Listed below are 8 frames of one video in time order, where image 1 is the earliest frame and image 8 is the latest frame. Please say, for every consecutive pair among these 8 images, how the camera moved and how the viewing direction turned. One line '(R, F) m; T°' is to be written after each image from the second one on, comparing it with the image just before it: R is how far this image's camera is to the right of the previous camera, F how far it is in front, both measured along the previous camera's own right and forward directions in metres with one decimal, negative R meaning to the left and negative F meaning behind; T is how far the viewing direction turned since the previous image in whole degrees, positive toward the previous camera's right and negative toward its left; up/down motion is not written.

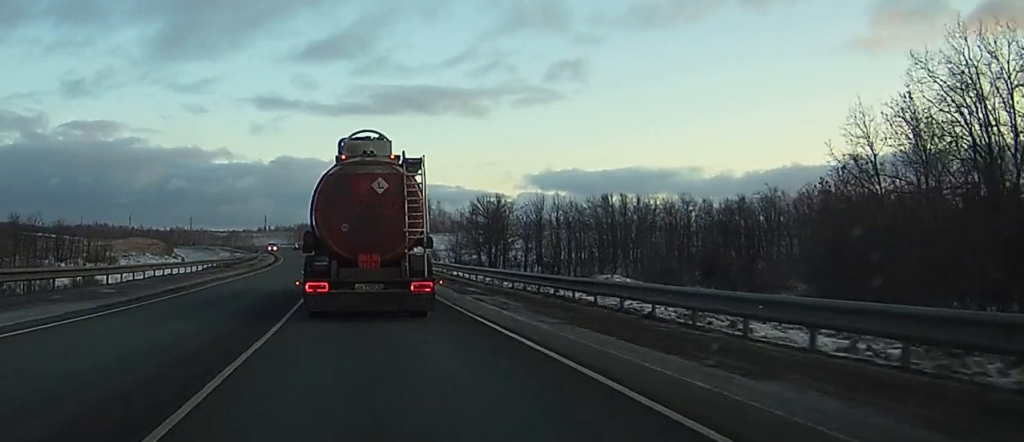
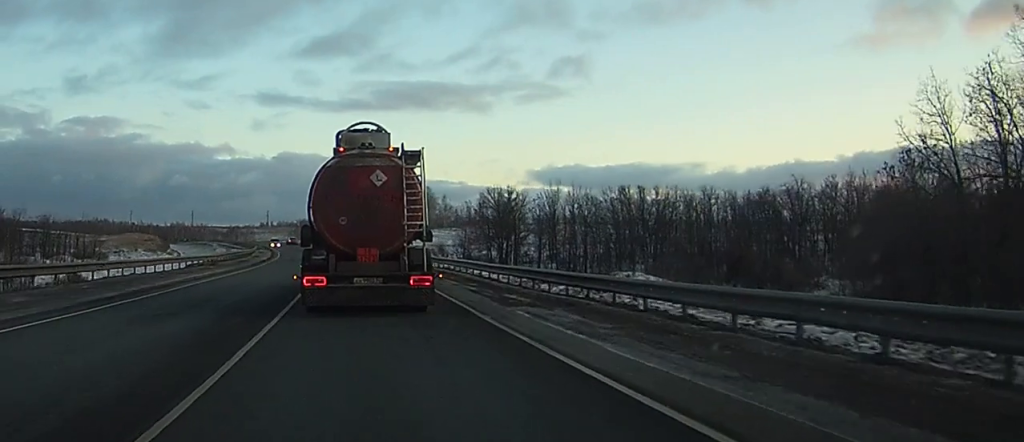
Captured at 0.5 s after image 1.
(-0.1, +7.8) m; -1°
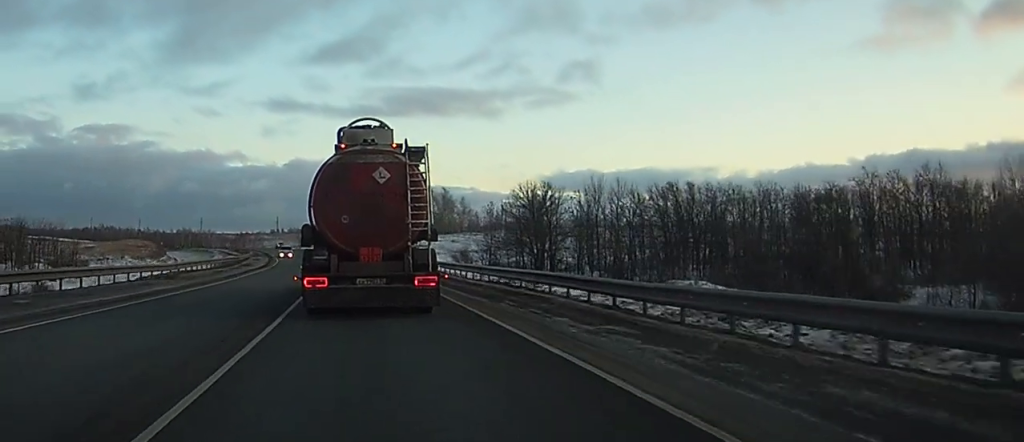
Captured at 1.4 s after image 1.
(-0.2, +16.0) m; -1°
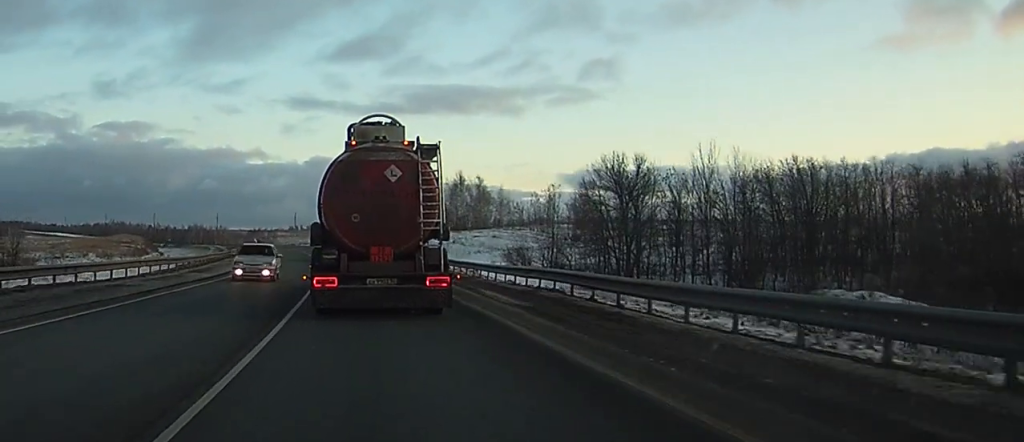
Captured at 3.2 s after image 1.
(-0.1, +28.3) m; -1°
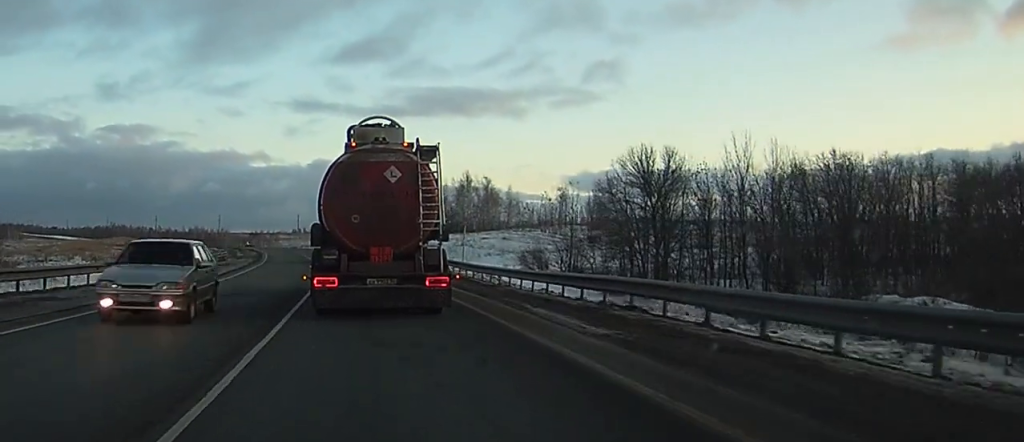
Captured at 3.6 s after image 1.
(0.0, +7.0) m; 0°
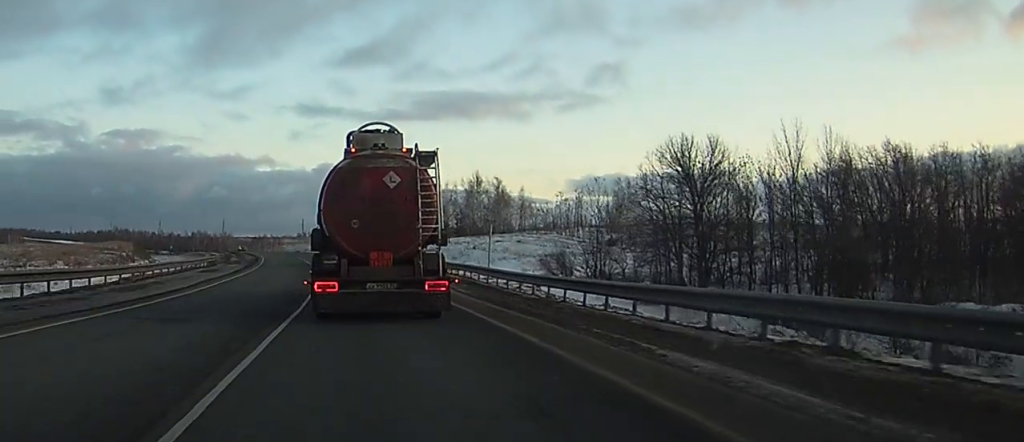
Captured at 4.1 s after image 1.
(0.0, +8.1) m; 0°
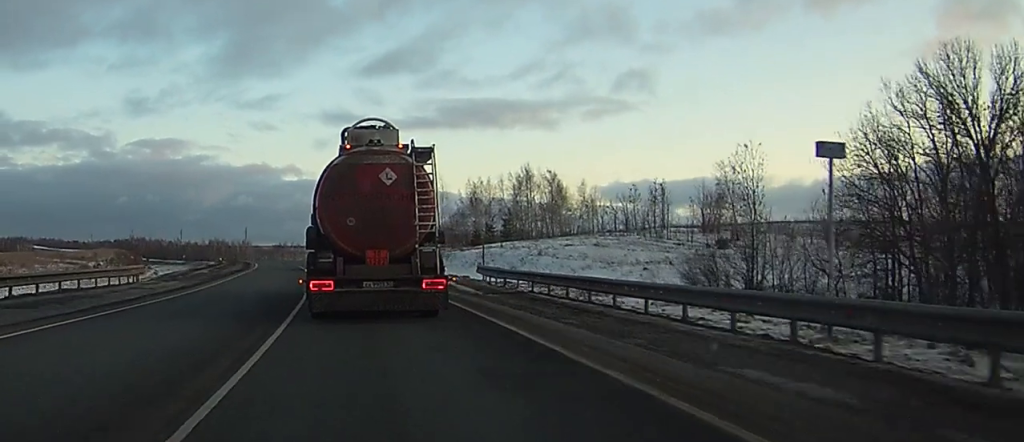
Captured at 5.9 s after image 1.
(-0.3, +28.6) m; -1°
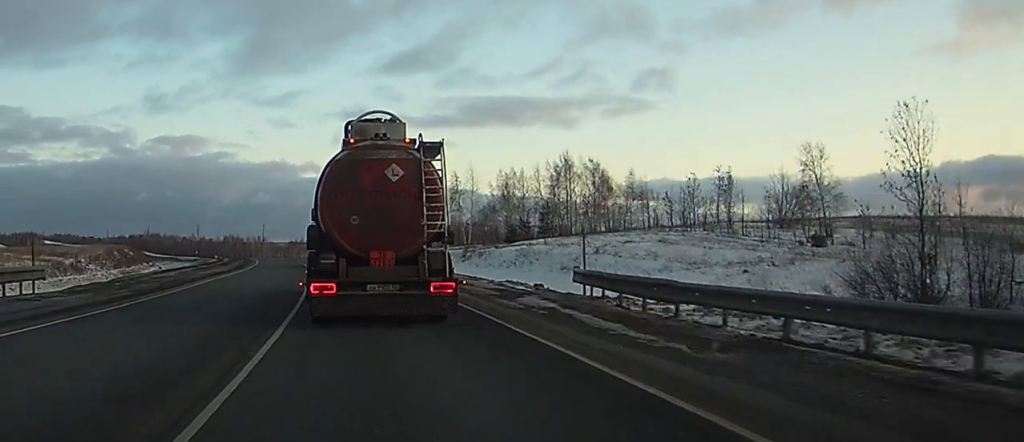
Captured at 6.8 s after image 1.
(-0.2, +15.2) m; -1°
